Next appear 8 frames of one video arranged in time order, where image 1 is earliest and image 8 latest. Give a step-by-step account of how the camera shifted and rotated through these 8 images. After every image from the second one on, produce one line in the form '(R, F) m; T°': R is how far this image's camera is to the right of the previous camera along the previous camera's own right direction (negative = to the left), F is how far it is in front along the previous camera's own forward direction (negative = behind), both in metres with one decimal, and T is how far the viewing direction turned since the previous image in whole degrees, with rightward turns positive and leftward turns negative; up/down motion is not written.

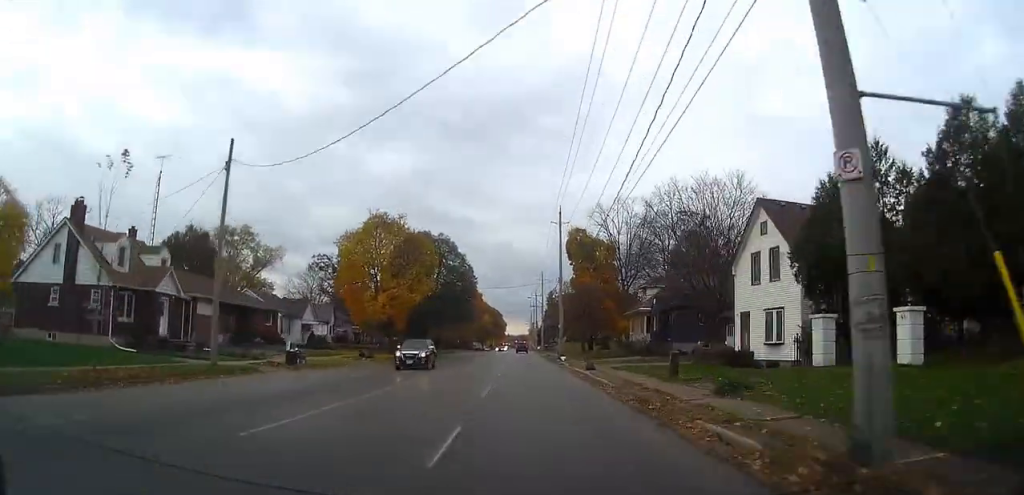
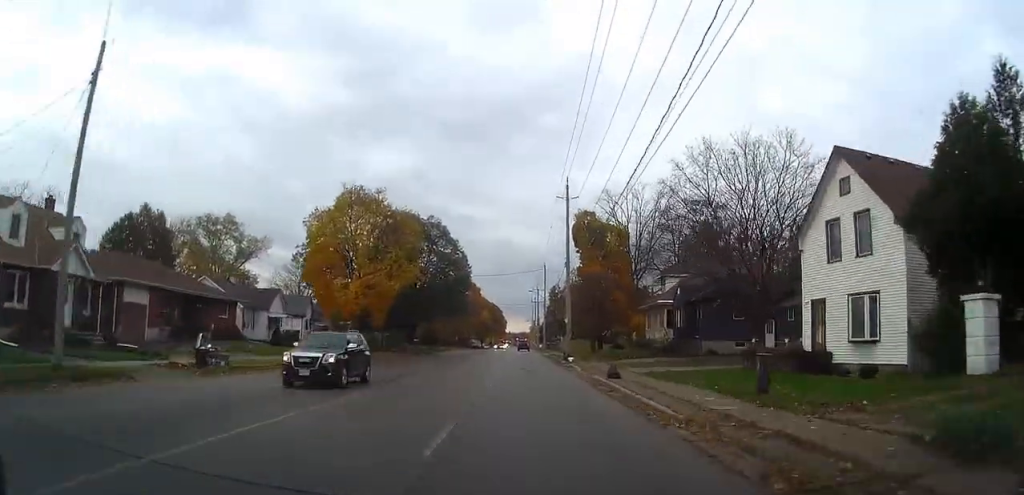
(+0.1, +8.7) m; +1°
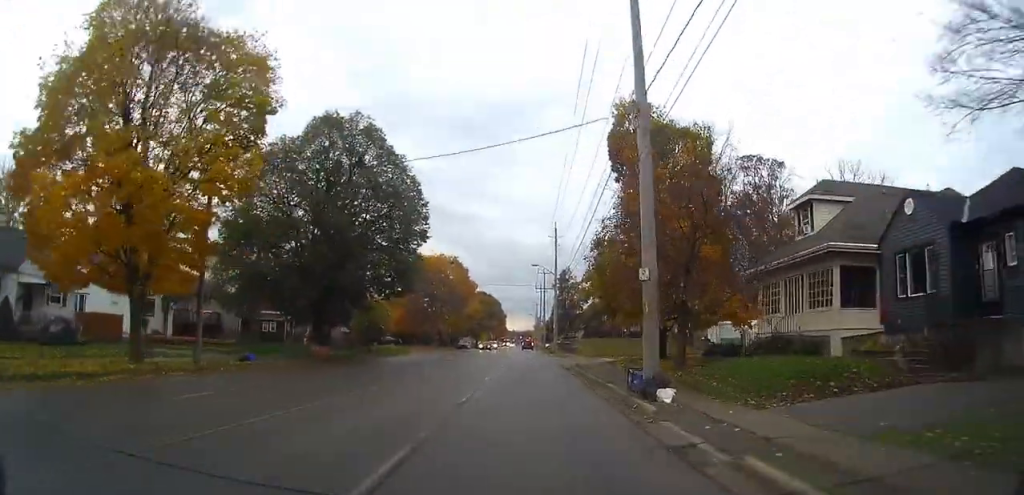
(+0.3, +30.3) m; 0°
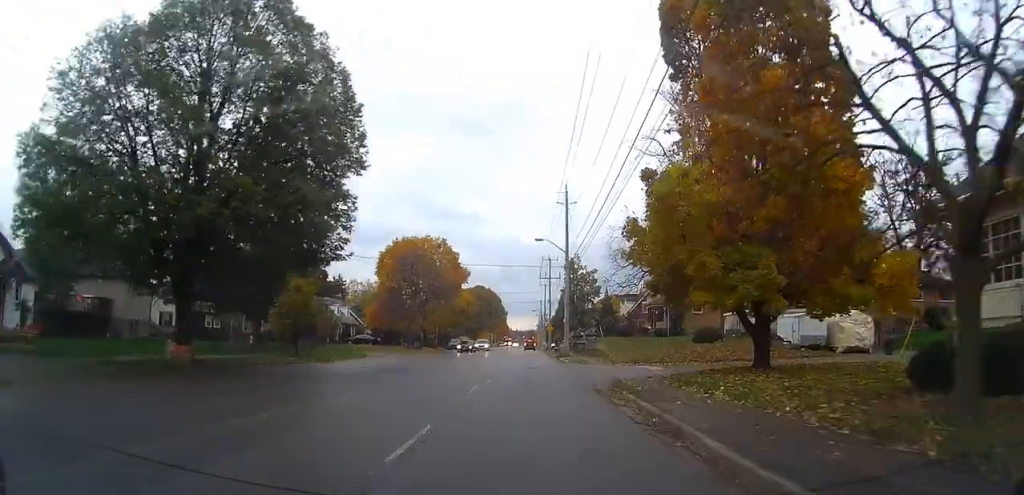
(-0.3, +16.2) m; 0°
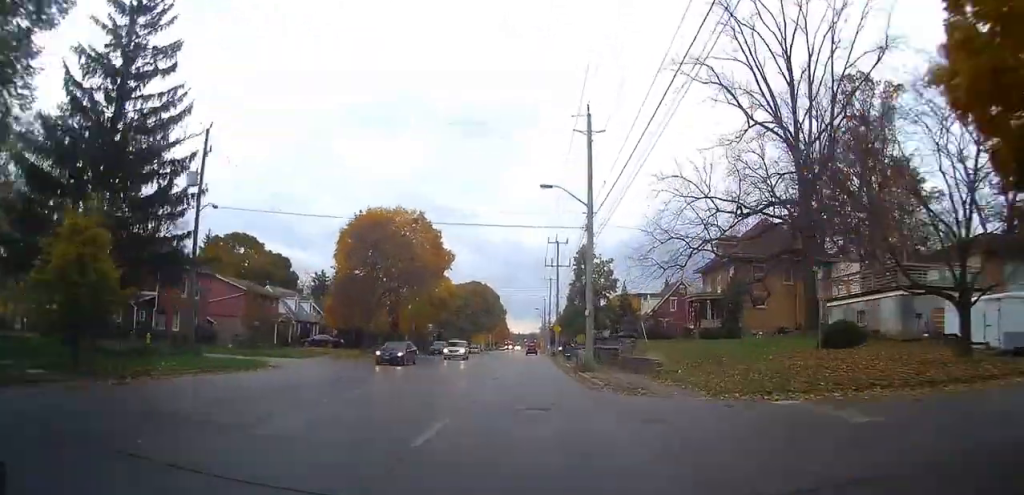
(+0.3, +18.2) m; 0°
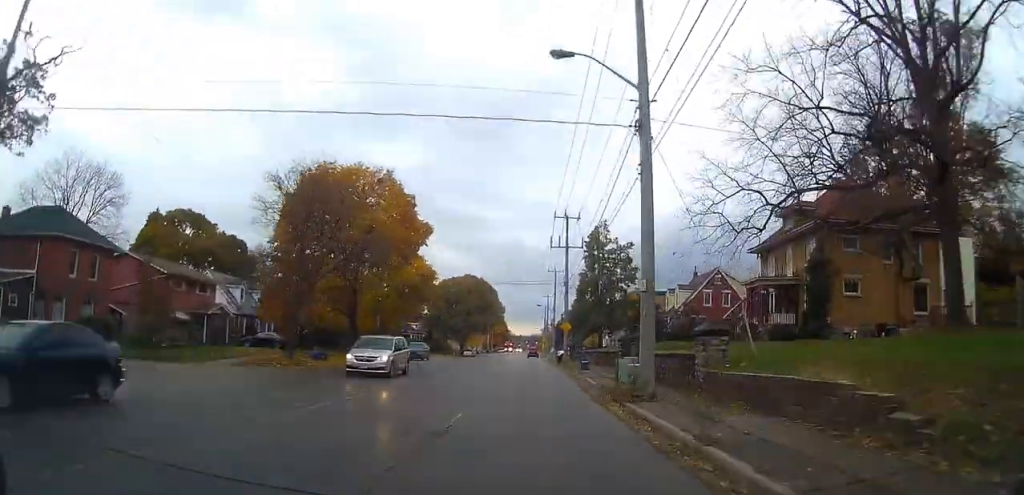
(-0.3, +15.1) m; -1°
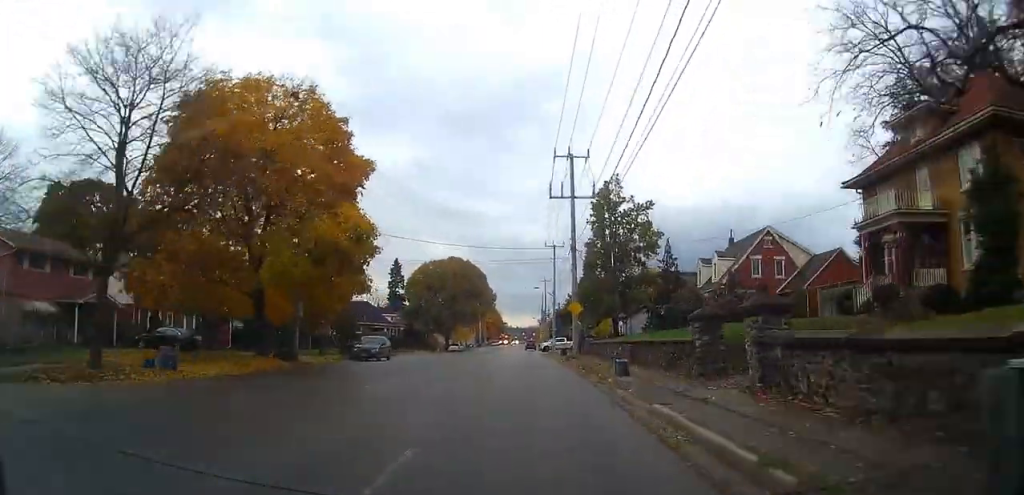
(0.0, +15.6) m; 0°
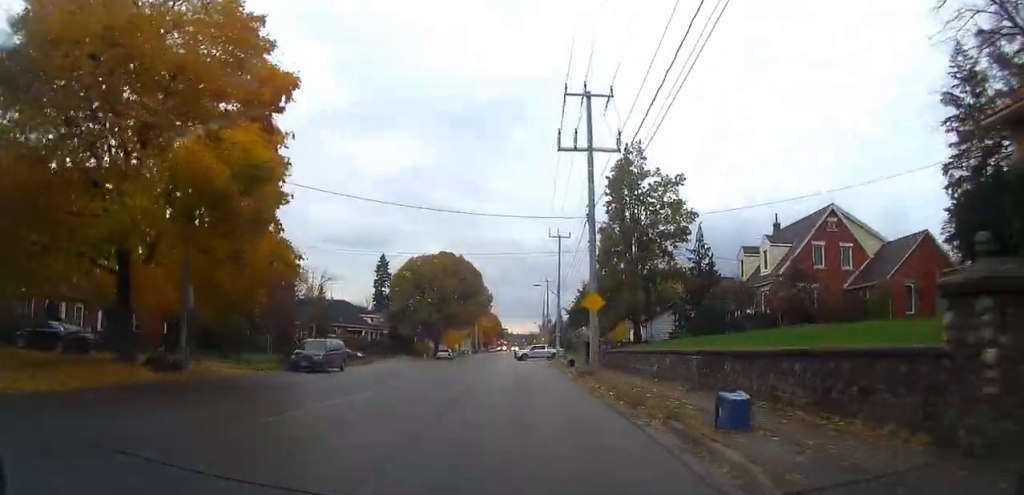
(0.0, +11.2) m; +1°
